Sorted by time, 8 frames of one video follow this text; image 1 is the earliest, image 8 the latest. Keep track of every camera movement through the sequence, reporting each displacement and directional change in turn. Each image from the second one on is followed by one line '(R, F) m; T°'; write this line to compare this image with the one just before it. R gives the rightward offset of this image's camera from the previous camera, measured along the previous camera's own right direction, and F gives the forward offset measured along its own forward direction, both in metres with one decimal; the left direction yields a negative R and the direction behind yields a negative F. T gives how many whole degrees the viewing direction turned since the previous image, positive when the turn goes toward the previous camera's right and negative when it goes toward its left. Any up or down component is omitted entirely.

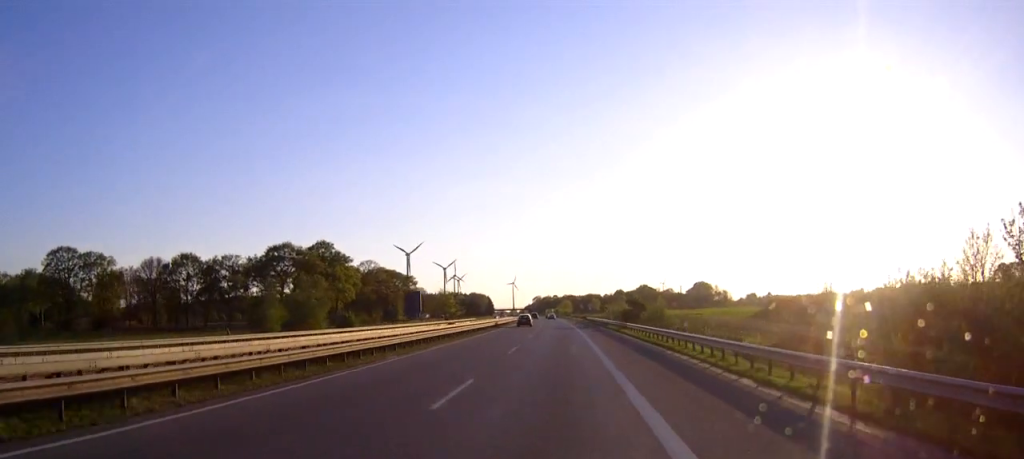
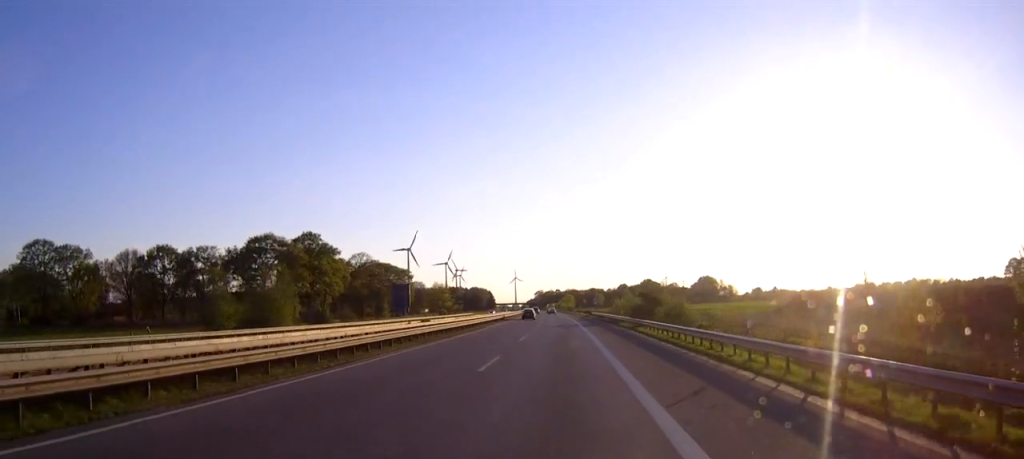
(-0.1, +12.8) m; 0°
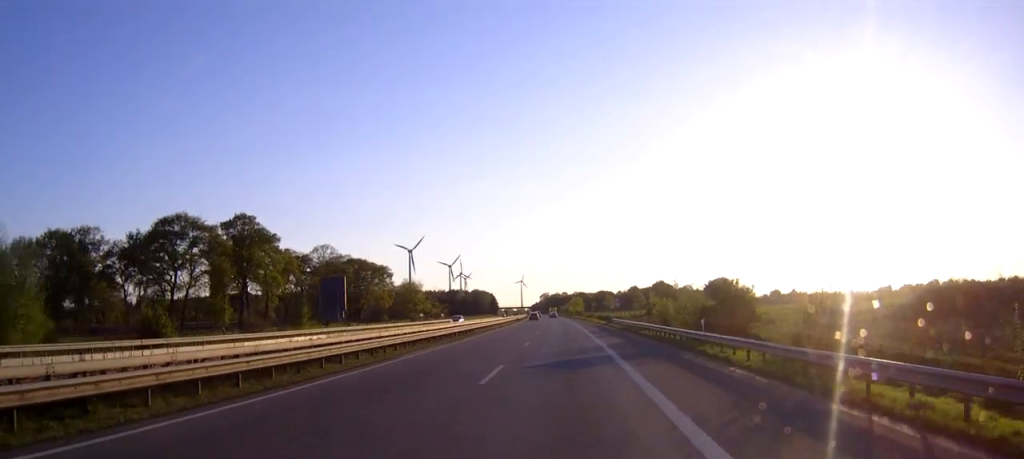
(-0.2, +46.1) m; 0°
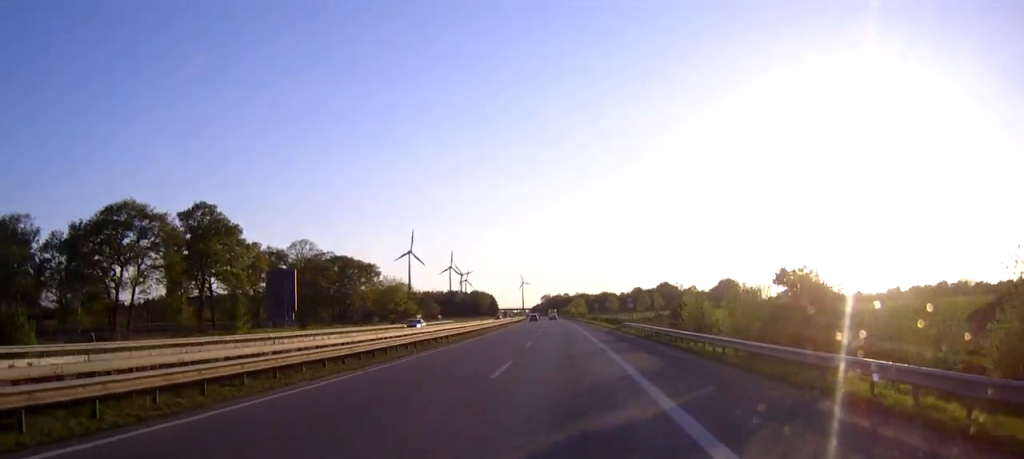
(-0.1, +17.8) m; 0°
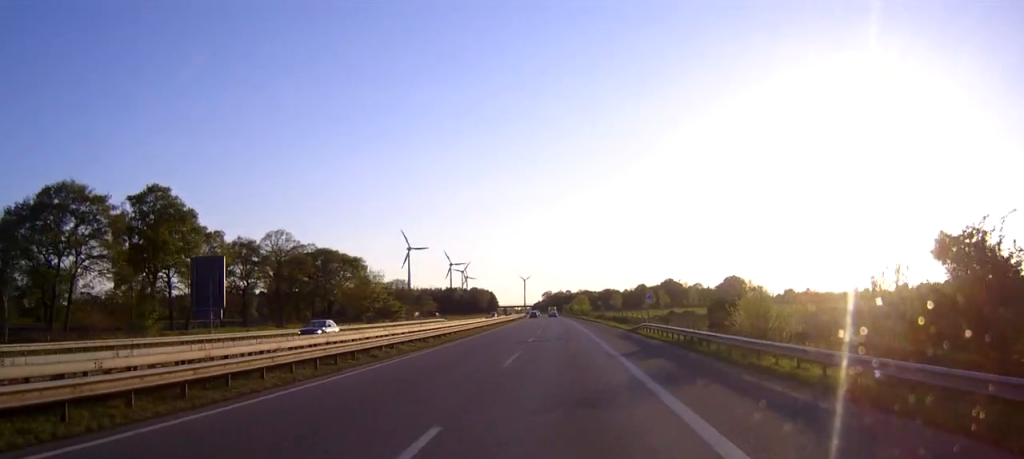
(0.0, +16.7) m; 0°
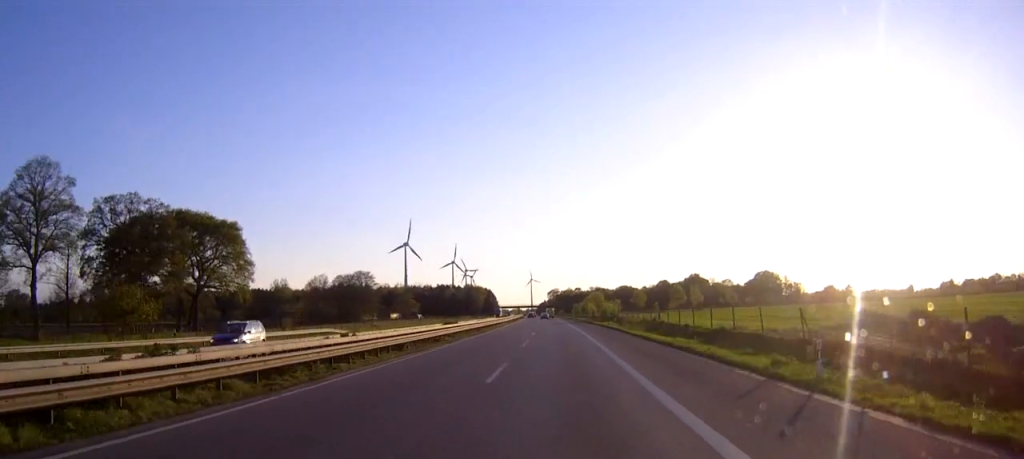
(-0.3, +82.2) m; -1°
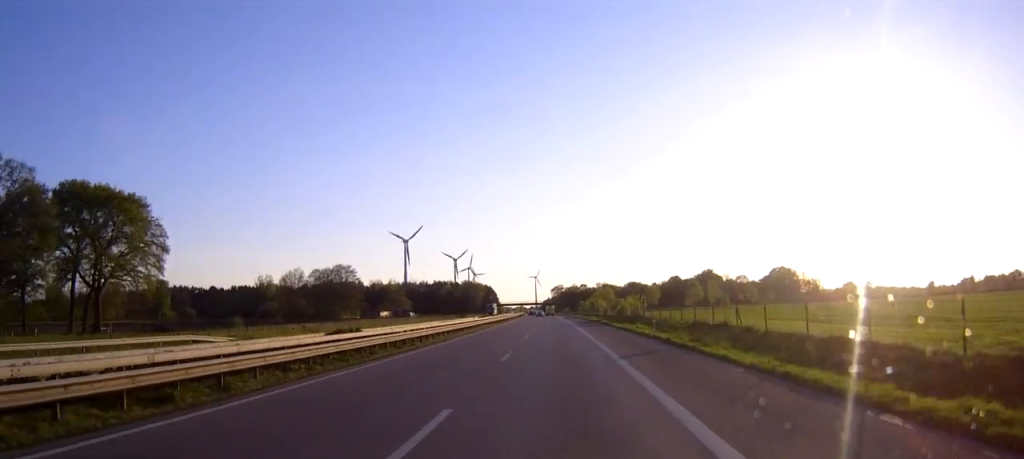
(-0.1, +30.4) m; -1°
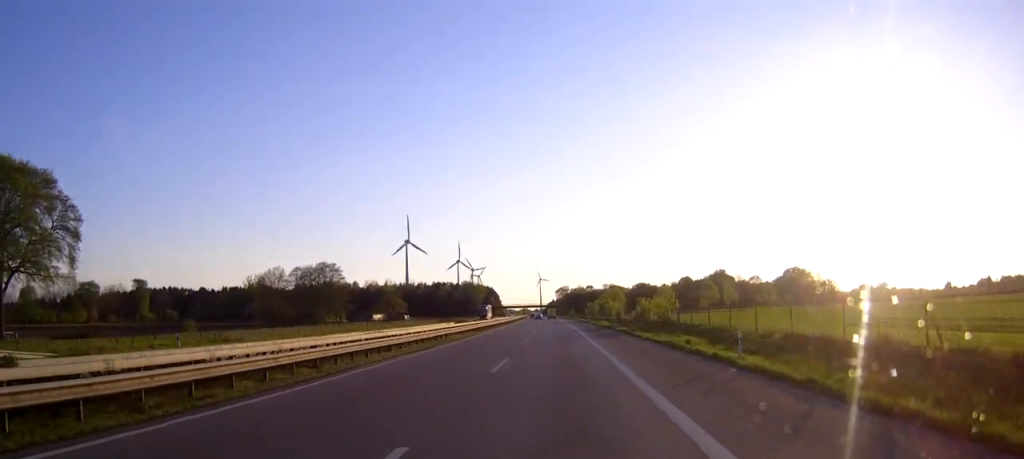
(-0.1, +21.6) m; 0°
